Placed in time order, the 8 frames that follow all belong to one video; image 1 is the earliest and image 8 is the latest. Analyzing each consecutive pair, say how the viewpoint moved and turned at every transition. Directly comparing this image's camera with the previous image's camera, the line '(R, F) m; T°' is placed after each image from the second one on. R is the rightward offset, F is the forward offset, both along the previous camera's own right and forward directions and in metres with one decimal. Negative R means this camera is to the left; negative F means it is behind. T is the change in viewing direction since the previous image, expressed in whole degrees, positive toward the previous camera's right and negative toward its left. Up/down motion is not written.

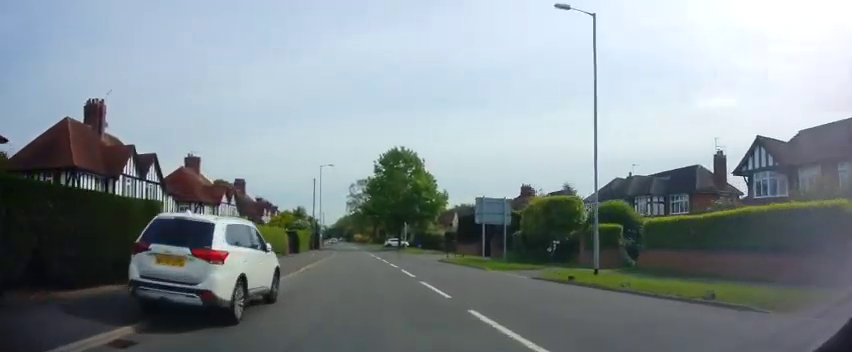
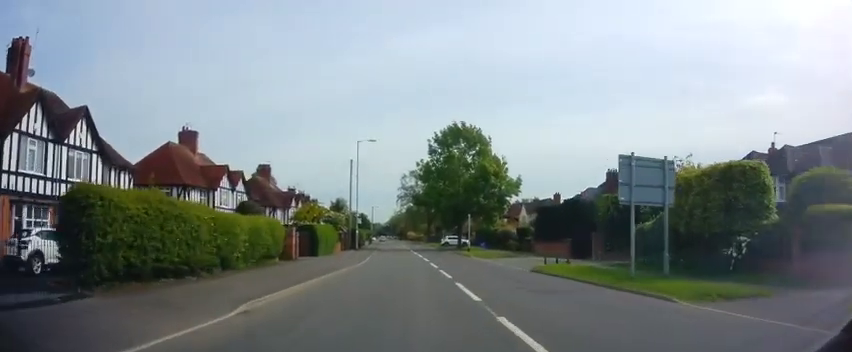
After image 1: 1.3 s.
(-0.8, +13.3) m; -6°
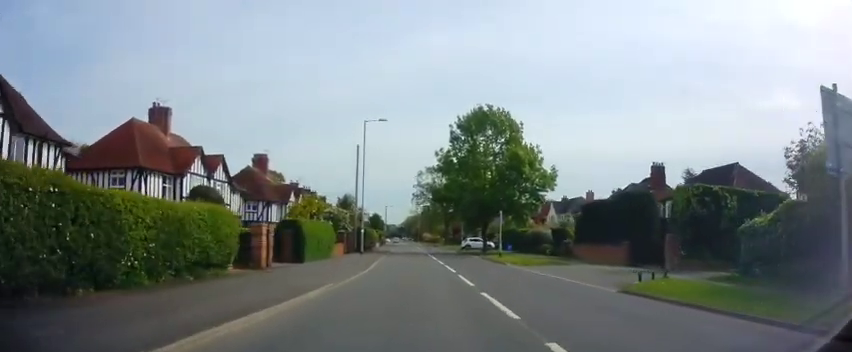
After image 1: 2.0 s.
(-0.3, +8.0) m; -2°
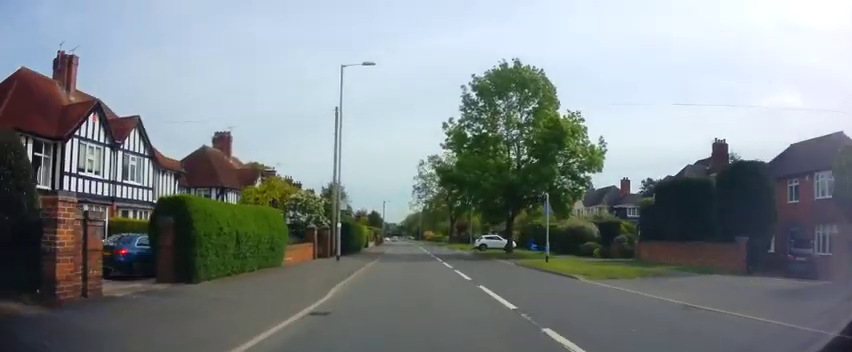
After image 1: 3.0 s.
(0.0, +11.6) m; 0°
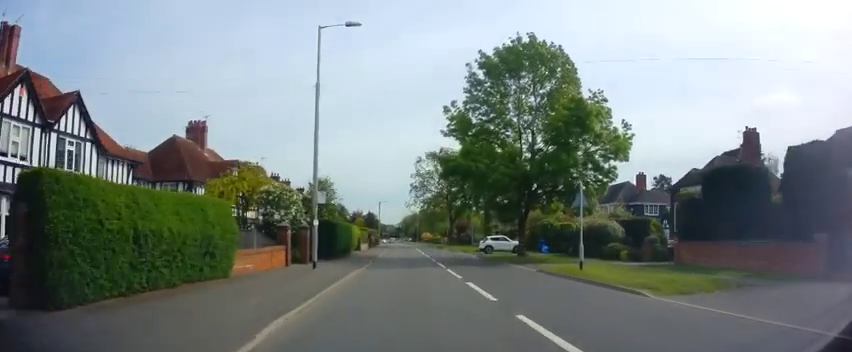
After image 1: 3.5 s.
(0.0, +5.0) m; +1°
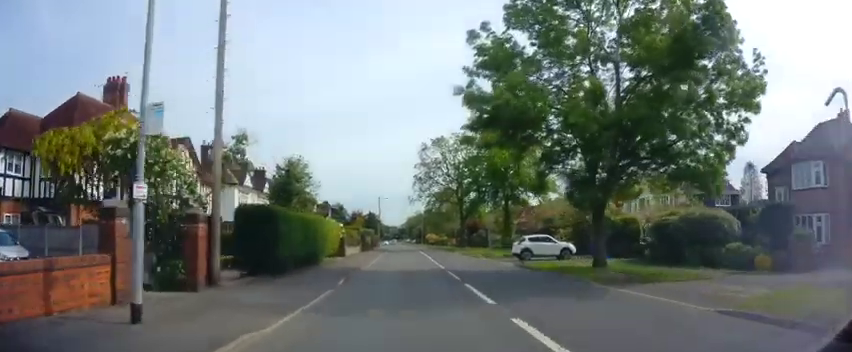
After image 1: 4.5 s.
(+0.1, +12.5) m; 0°
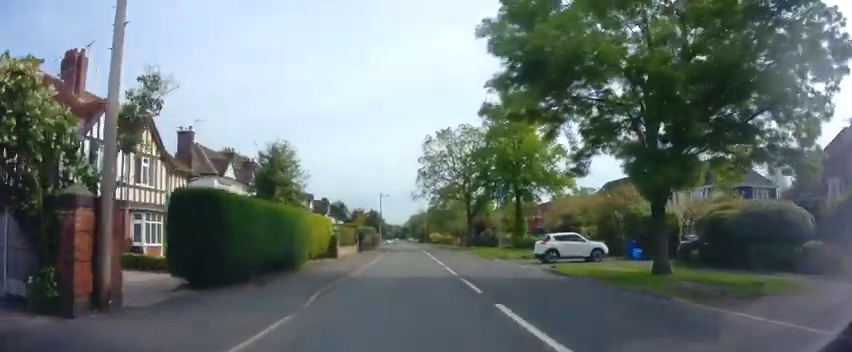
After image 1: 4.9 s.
(+0.2, +4.7) m; -1°
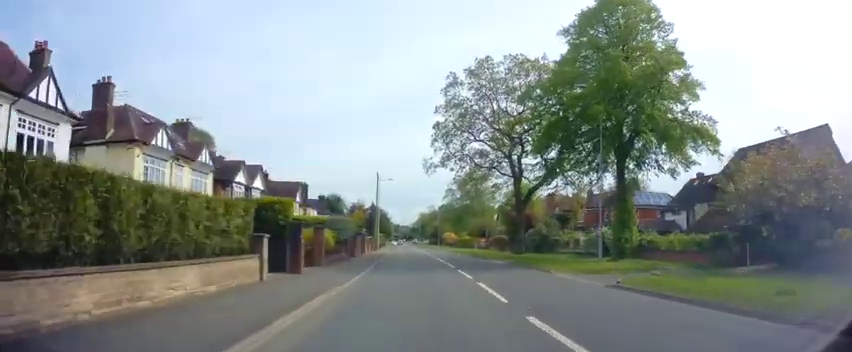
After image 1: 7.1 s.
(-0.6, +26.2) m; 0°
